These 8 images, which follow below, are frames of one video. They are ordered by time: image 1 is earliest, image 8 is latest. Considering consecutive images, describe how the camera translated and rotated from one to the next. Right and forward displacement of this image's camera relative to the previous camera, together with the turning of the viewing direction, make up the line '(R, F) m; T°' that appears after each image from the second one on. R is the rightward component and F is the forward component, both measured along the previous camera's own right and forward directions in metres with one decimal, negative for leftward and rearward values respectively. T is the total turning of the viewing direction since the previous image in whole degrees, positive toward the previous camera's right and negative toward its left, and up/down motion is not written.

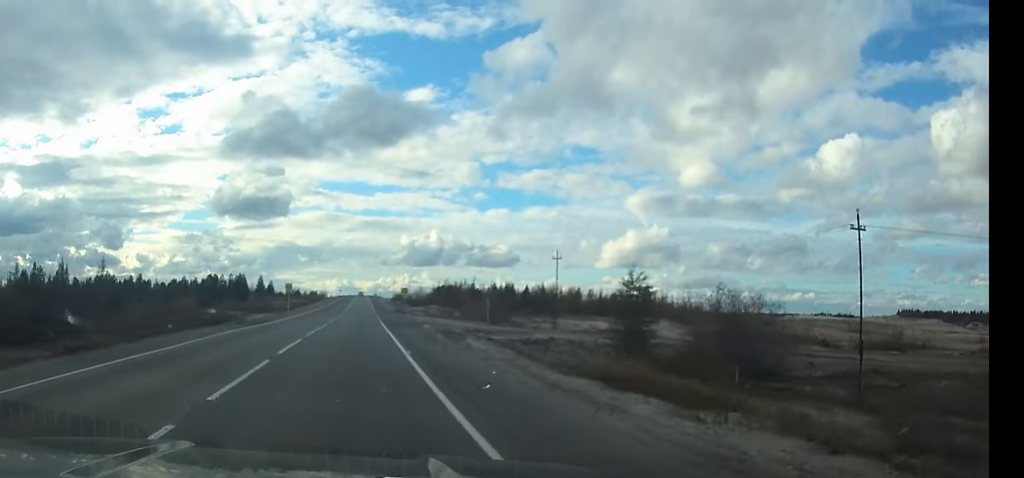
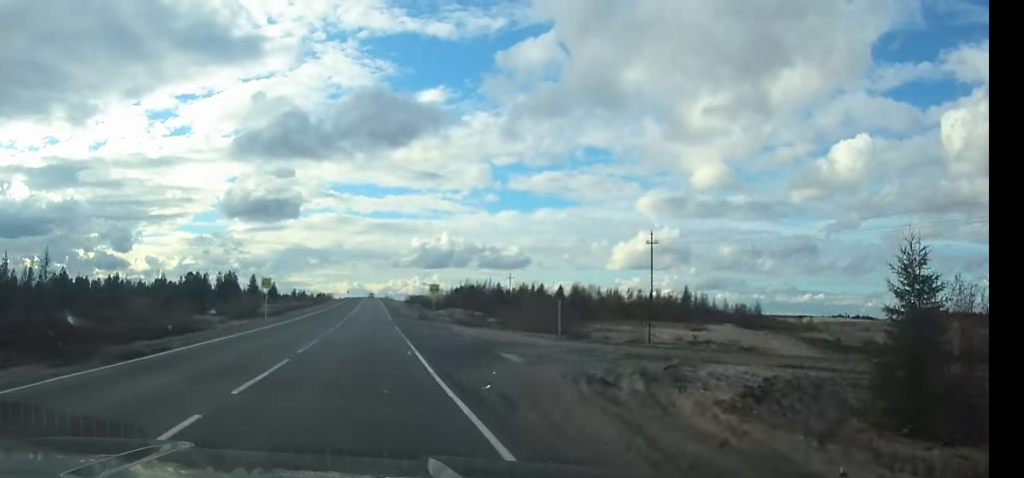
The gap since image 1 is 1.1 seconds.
(-0.1, +23.1) m; 0°
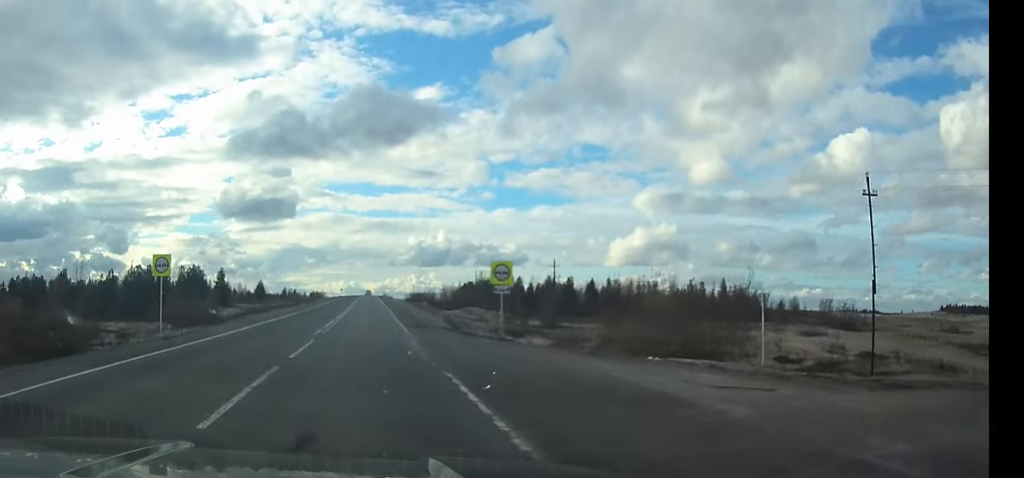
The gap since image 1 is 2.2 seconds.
(0.0, +27.3) m; 0°
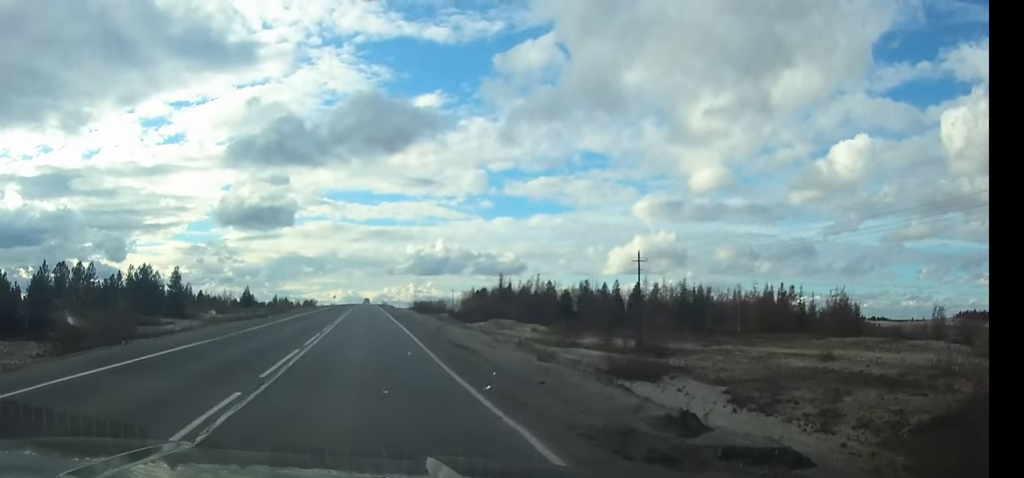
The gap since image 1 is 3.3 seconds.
(+0.1, +24.3) m; 0°
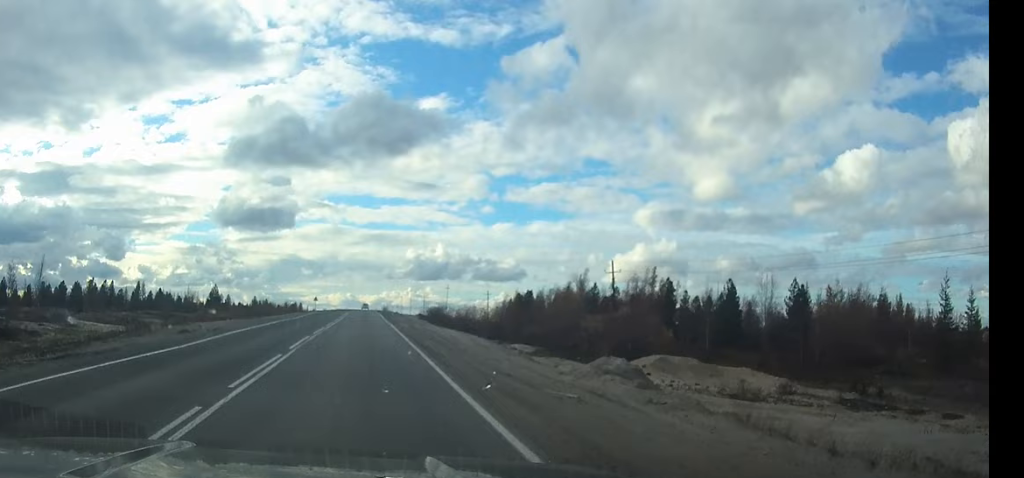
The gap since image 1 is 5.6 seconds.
(+0.1, +48.9) m; 0°
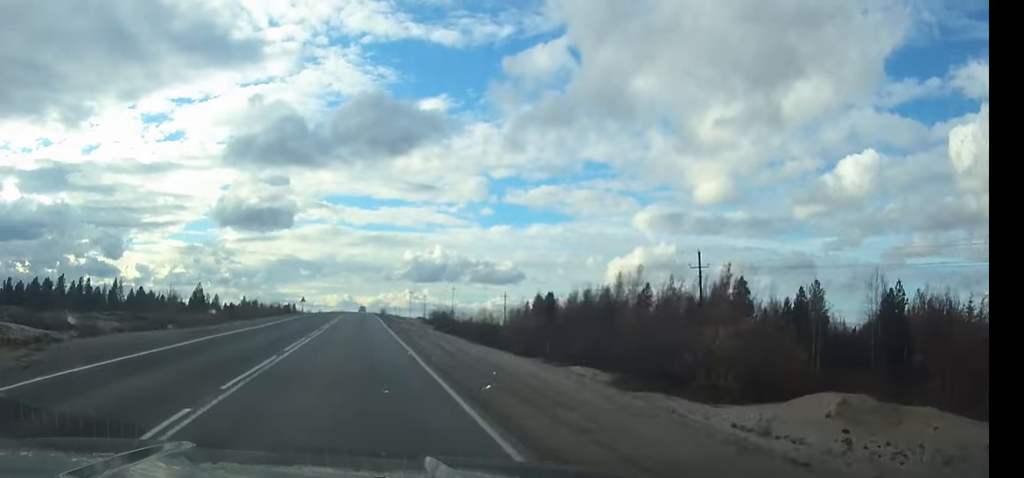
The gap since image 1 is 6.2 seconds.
(0.0, +15.7) m; 0°
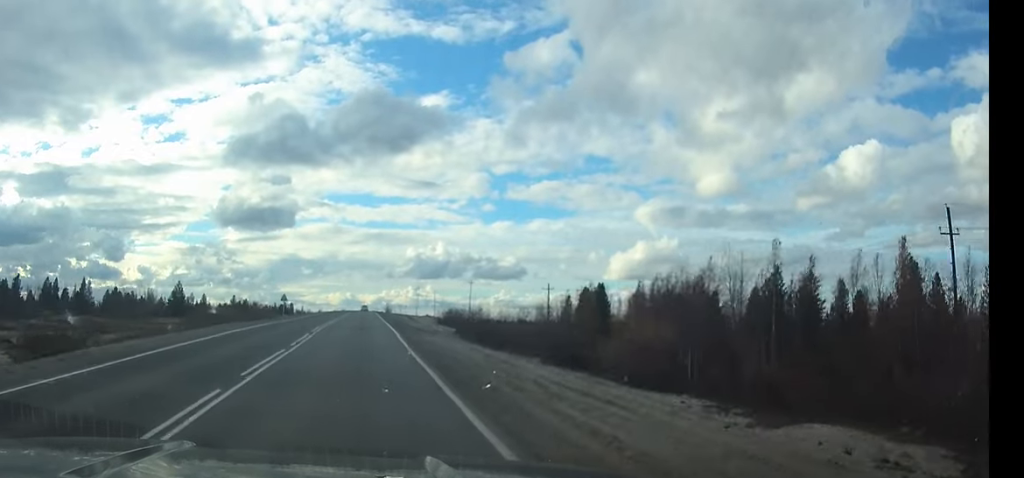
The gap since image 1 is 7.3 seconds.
(0.0, +22.2) m; 0°
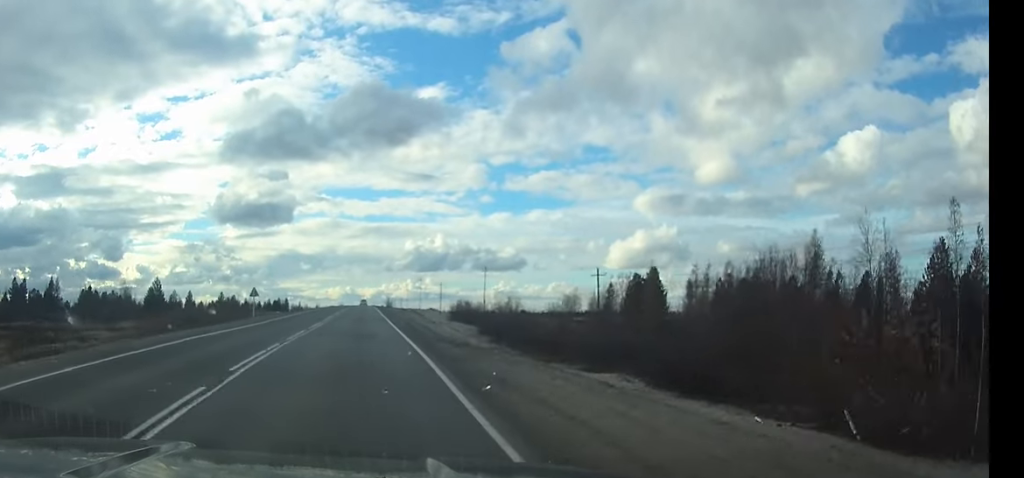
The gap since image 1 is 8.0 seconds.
(0.0, +16.1) m; 0°
